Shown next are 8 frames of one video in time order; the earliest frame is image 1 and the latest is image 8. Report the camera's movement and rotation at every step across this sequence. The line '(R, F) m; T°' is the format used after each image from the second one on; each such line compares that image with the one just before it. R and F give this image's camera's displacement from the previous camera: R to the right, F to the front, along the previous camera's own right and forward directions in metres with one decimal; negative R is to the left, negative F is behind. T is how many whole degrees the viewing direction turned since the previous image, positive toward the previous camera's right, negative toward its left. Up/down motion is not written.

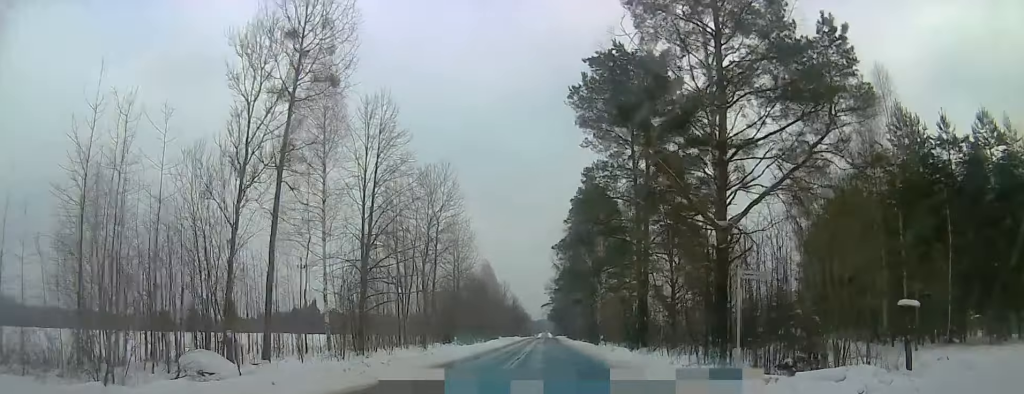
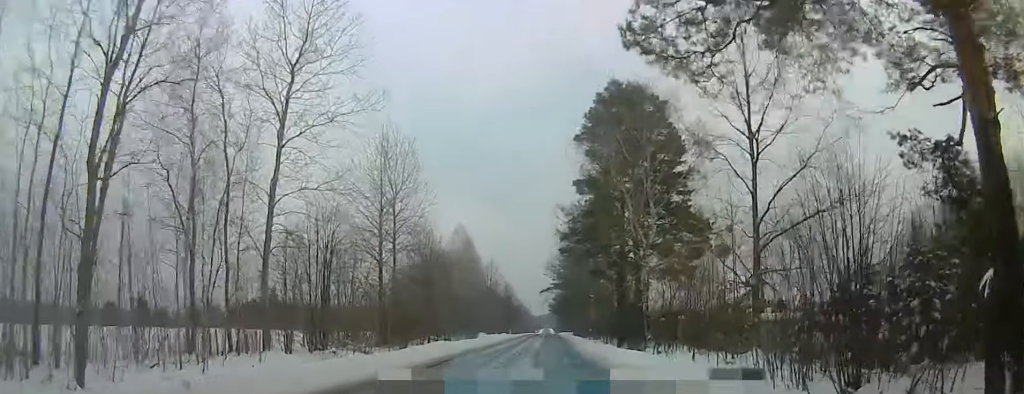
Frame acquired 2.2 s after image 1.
(-1.8, +38.8) m; -4°
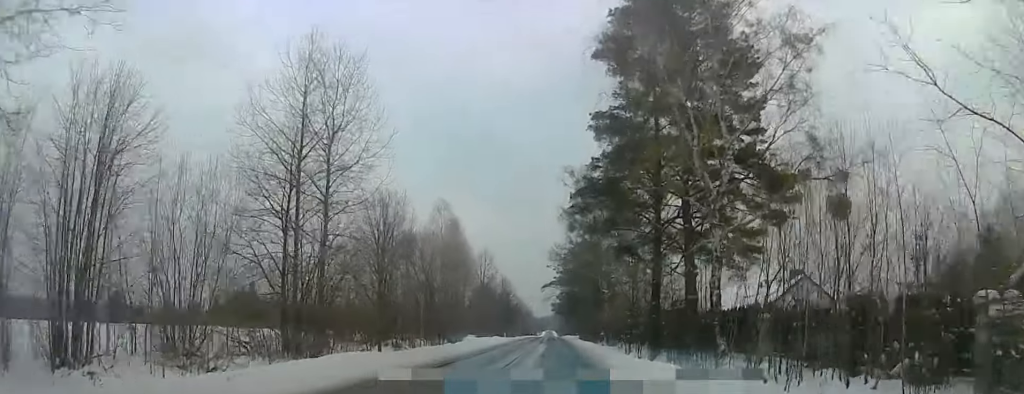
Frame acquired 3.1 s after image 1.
(+0.1, +18.0) m; 0°
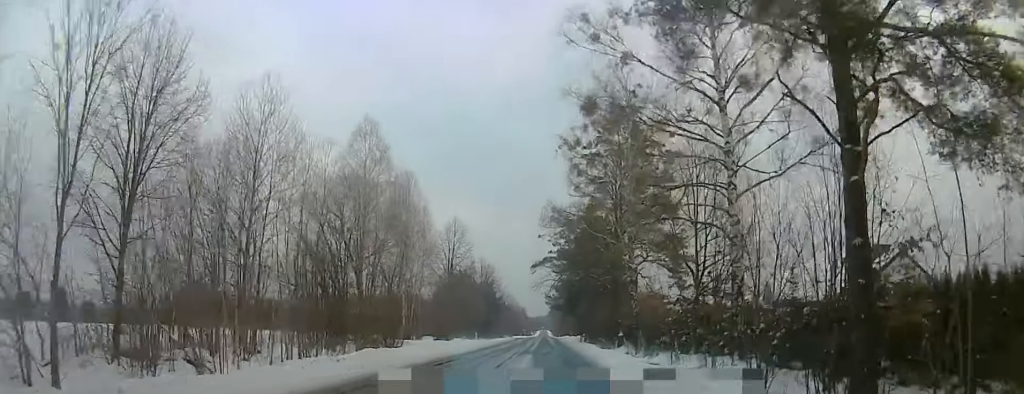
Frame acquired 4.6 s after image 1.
(0.0, +28.3) m; 0°
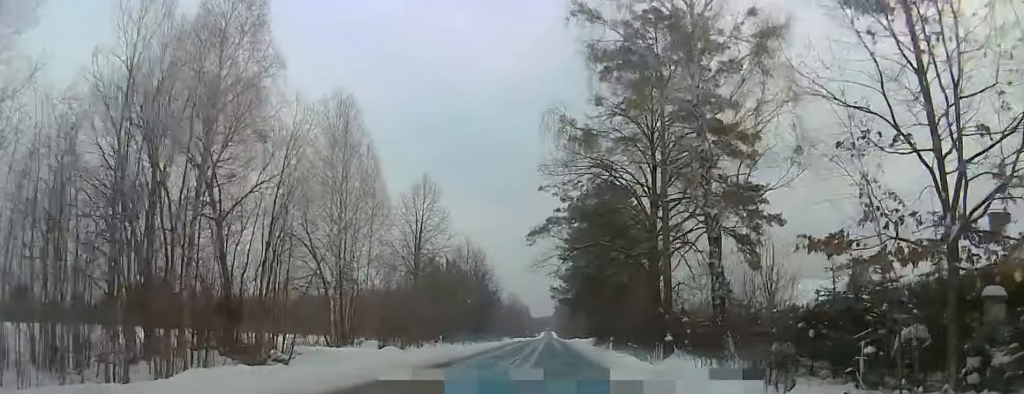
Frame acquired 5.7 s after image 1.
(0.0, +21.1) m; 0°
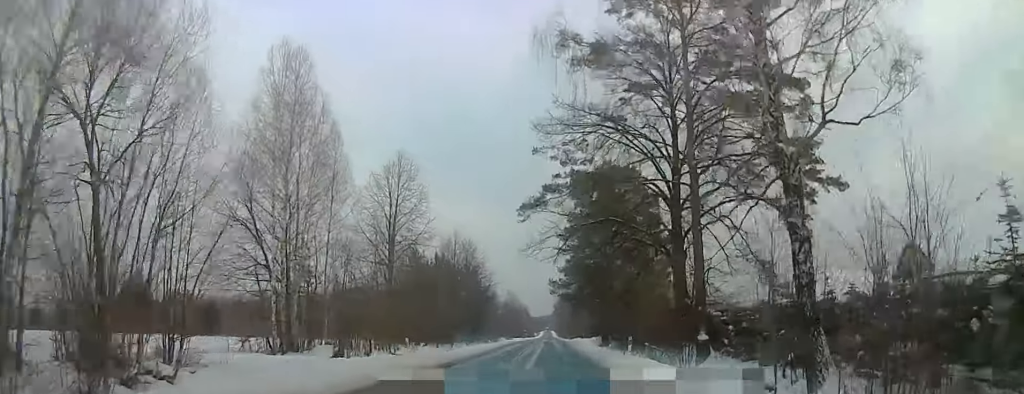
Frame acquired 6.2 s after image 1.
(0.0, +8.4) m; 0°
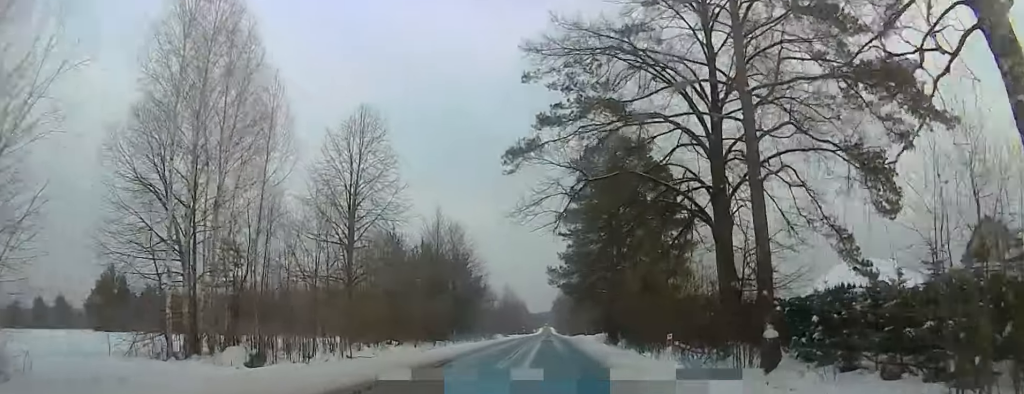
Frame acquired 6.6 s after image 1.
(0.0, +9.1) m; 0°
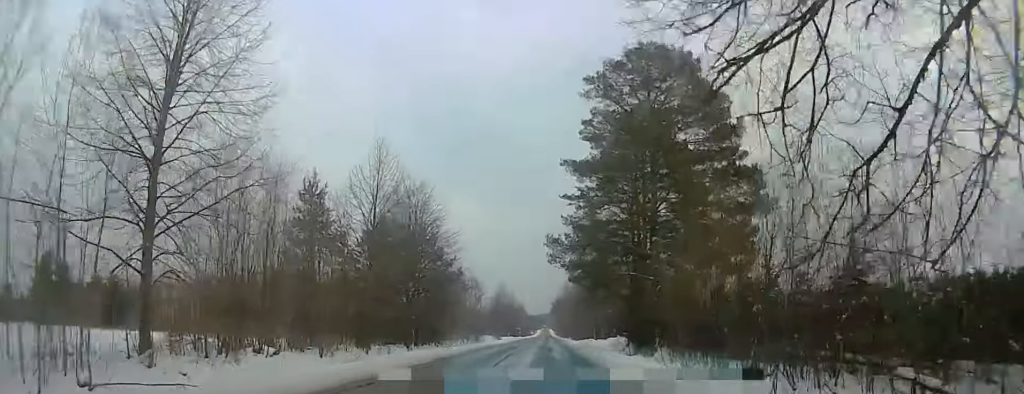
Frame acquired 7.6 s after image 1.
(+0.1, +19.7) m; 0°
